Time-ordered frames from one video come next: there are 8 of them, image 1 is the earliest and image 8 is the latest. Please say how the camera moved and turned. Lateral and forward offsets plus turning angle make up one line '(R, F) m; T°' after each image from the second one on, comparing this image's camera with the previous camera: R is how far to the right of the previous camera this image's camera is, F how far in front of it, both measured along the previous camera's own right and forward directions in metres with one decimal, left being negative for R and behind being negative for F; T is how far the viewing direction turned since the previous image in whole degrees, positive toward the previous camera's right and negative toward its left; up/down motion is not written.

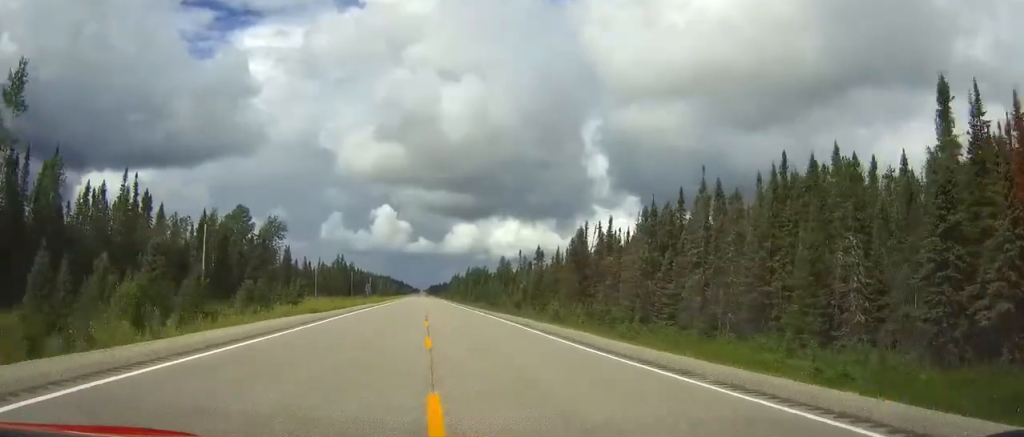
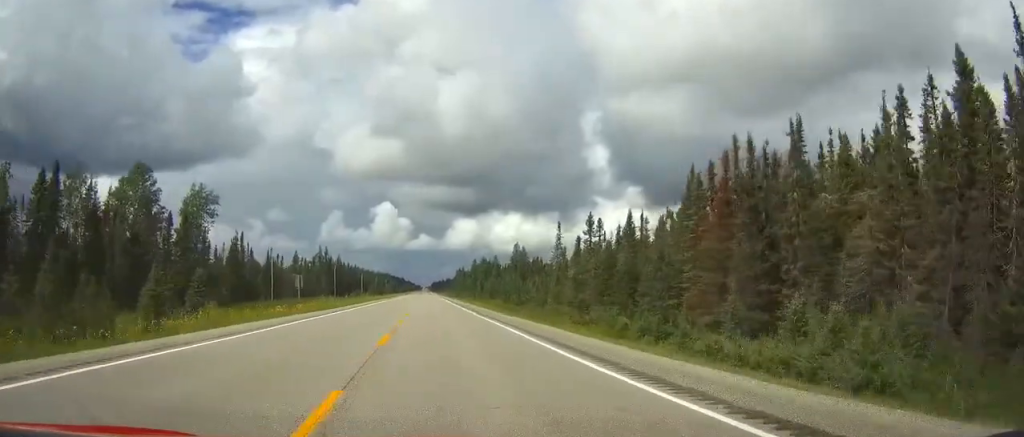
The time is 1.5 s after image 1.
(-0.1, +47.6) m; 0°
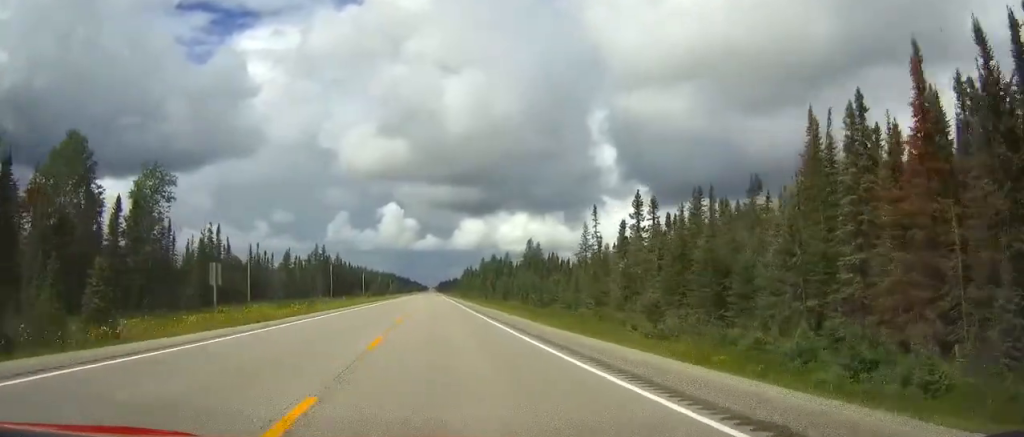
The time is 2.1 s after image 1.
(+0.1, +19.9) m; 0°
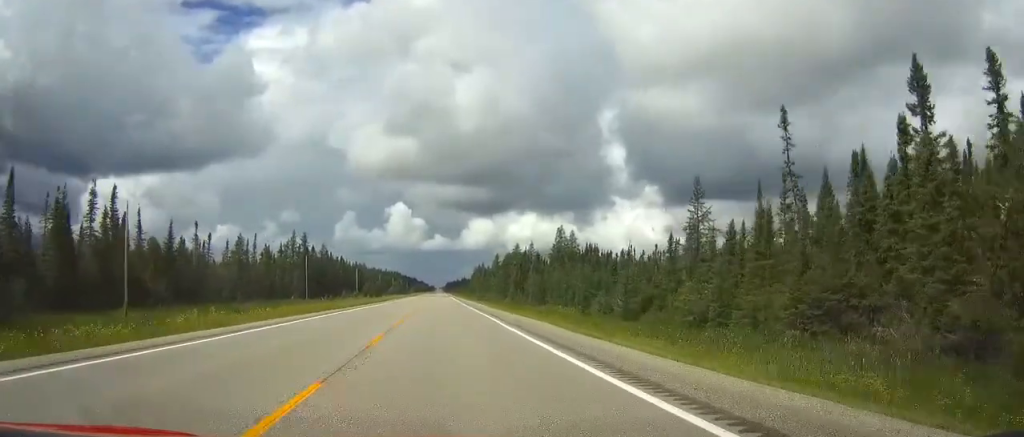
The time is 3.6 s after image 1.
(-0.5, +46.5) m; -1°
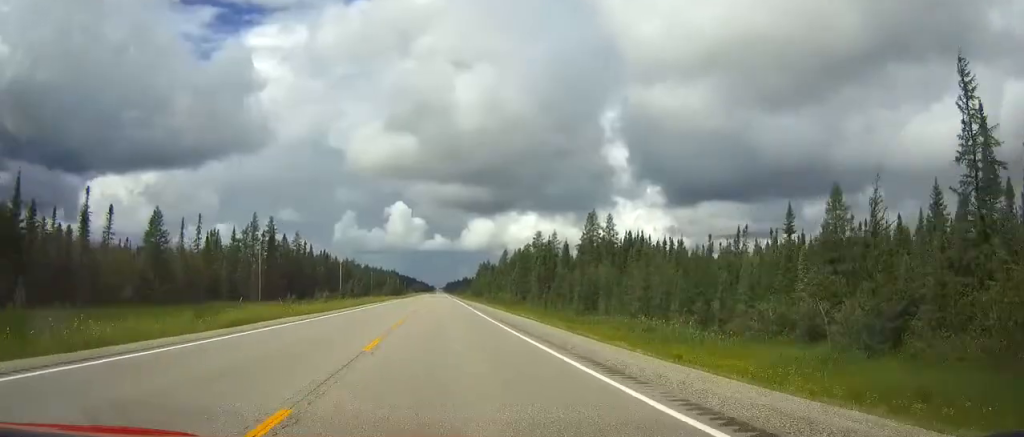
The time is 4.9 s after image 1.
(+0.1, +39.6) m; 0°
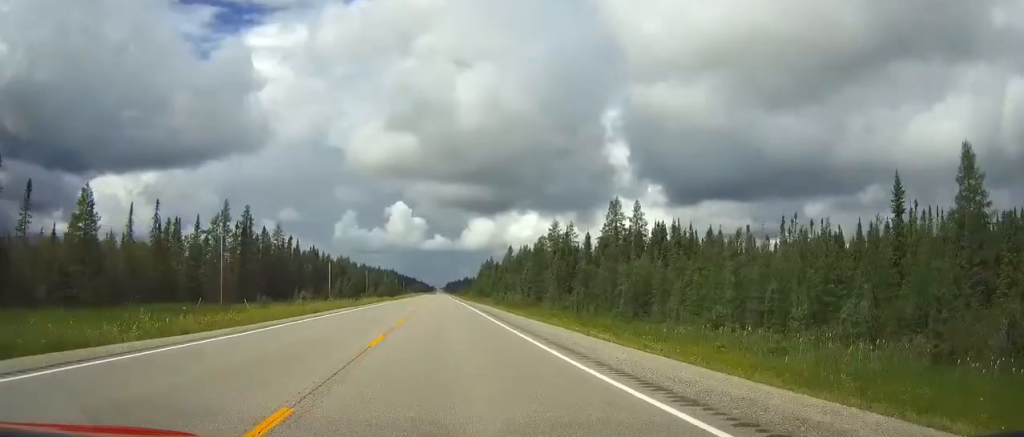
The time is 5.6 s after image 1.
(-0.2, +20.1) m; 0°
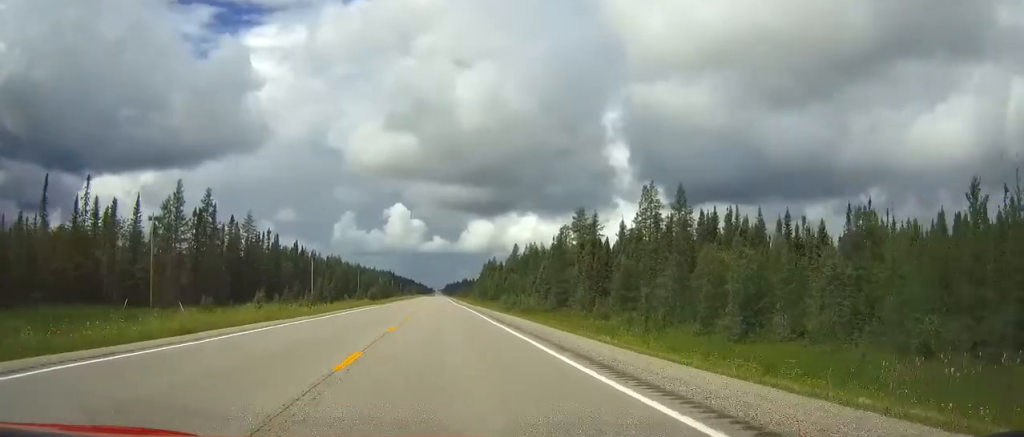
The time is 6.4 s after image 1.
(0.0, +23.1) m; 0°
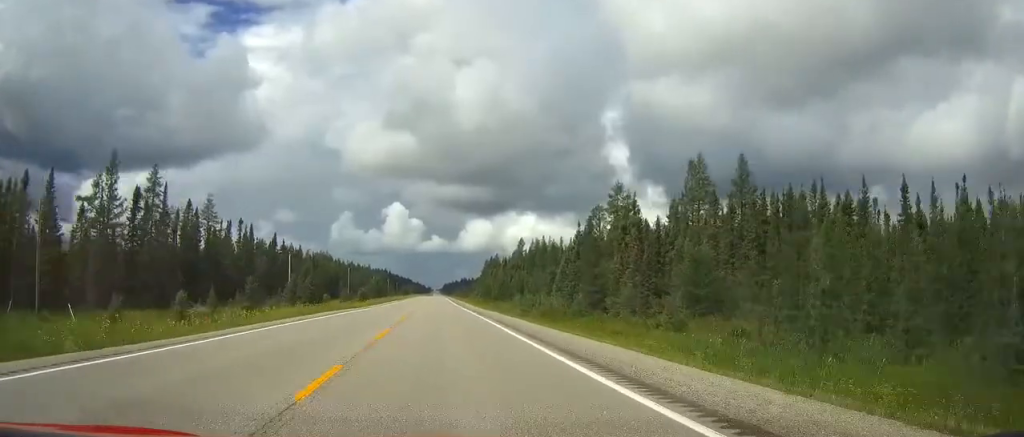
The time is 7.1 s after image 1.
(+0.1, +22.0) m; 0°
